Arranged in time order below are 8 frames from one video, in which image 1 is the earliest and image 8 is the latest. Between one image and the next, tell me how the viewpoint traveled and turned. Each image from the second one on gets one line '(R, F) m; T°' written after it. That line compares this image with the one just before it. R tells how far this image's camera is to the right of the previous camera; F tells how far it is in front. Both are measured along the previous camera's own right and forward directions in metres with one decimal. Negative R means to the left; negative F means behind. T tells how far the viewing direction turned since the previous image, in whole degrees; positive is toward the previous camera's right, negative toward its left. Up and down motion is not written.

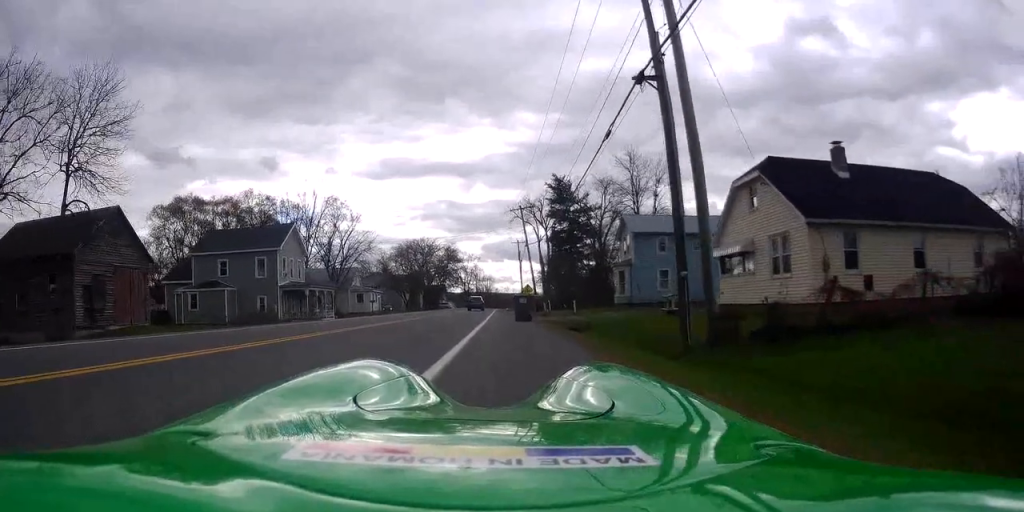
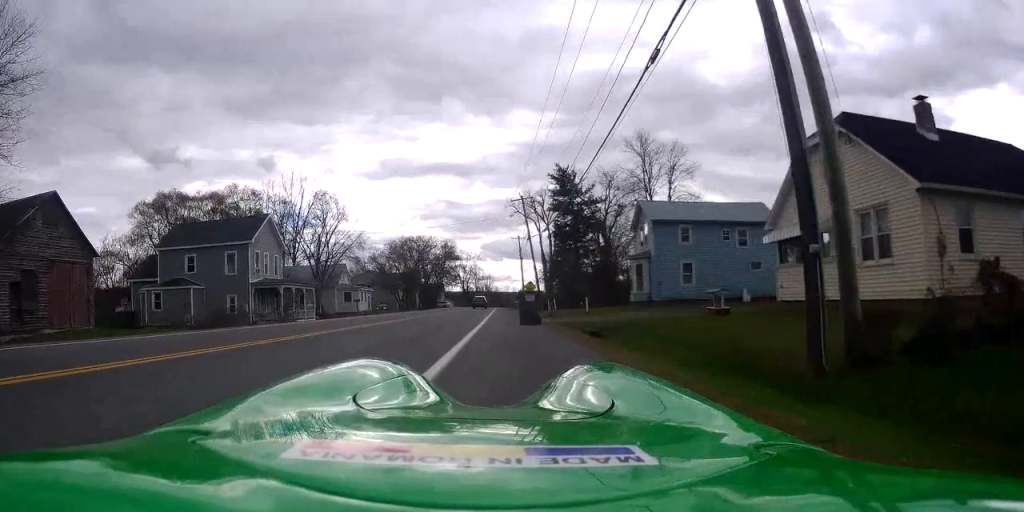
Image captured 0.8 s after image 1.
(+0.3, +5.9) m; -1°
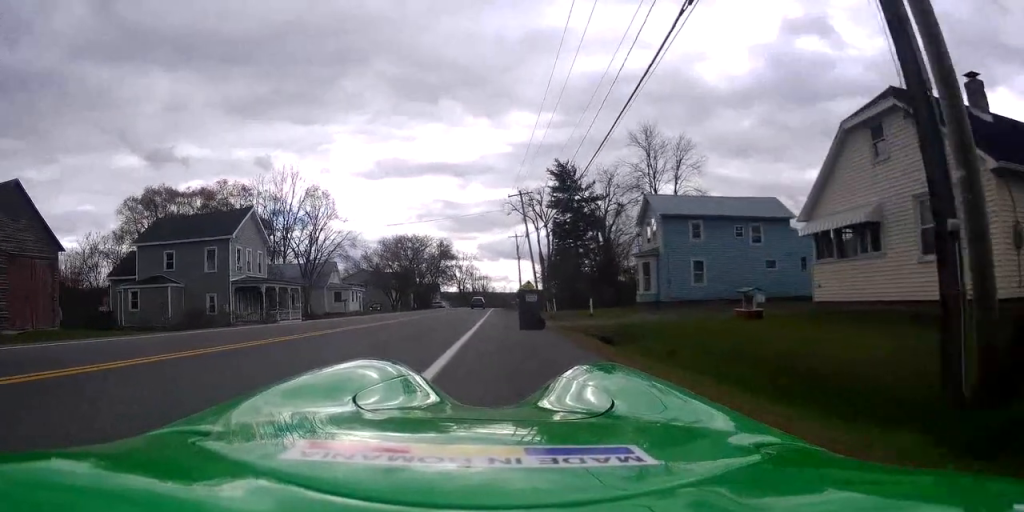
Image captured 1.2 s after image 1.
(+0.1, +2.9) m; -1°
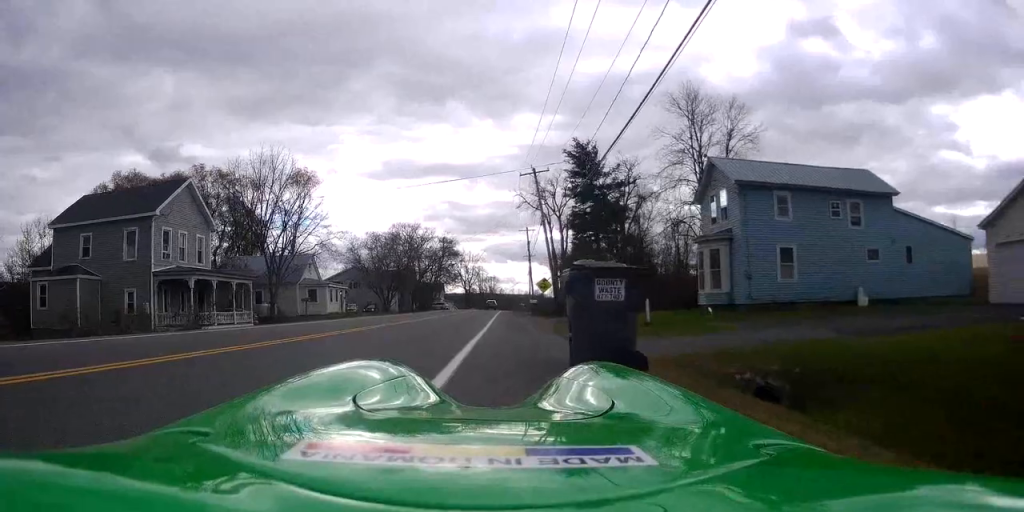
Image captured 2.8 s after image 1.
(-0.6, +10.9) m; +2°
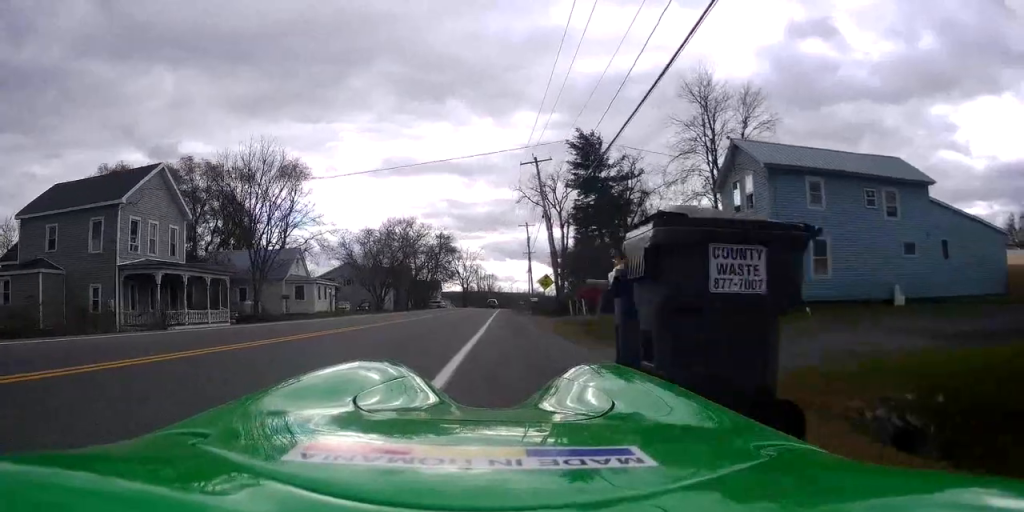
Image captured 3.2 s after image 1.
(0.0, +3.0) m; +2°
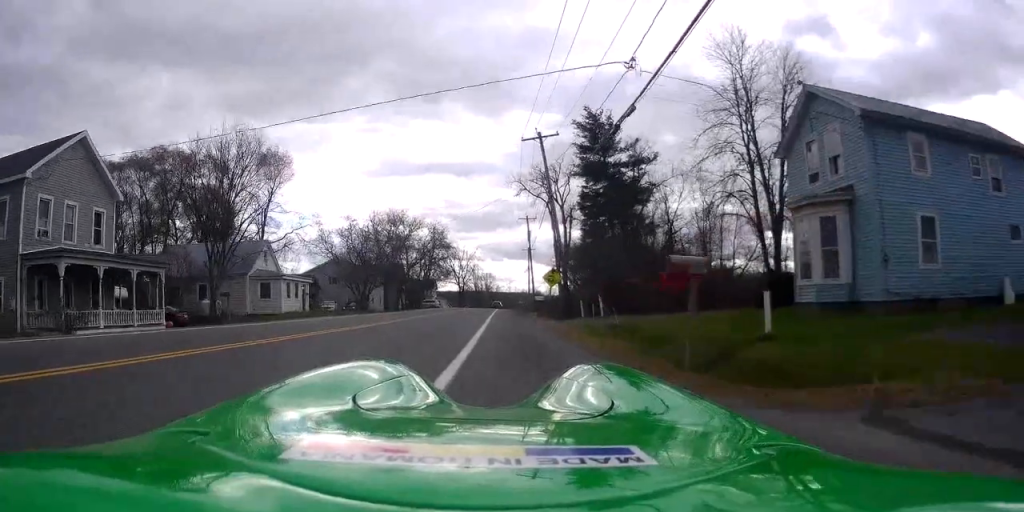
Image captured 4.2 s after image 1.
(+0.3, +6.8) m; 0°
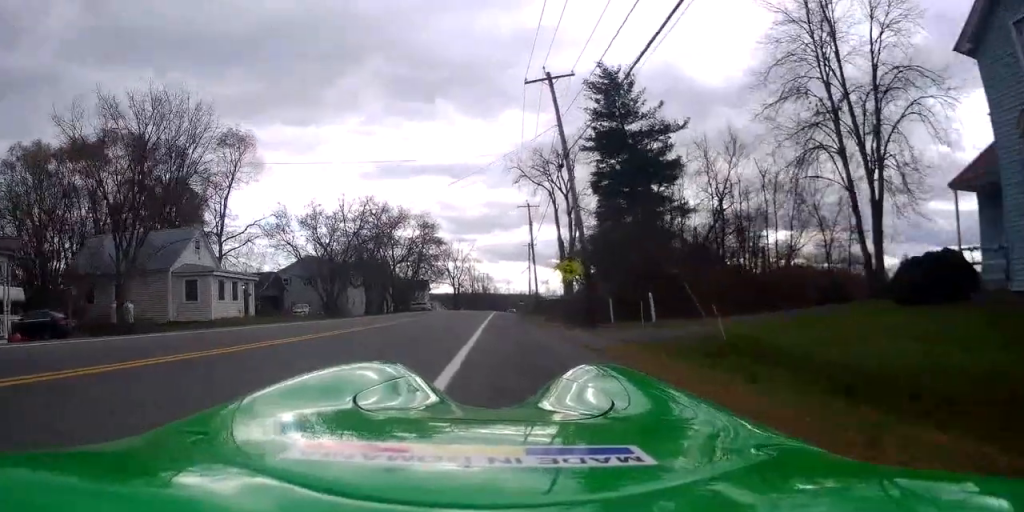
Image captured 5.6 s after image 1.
(-0.5, +10.6) m; -3°
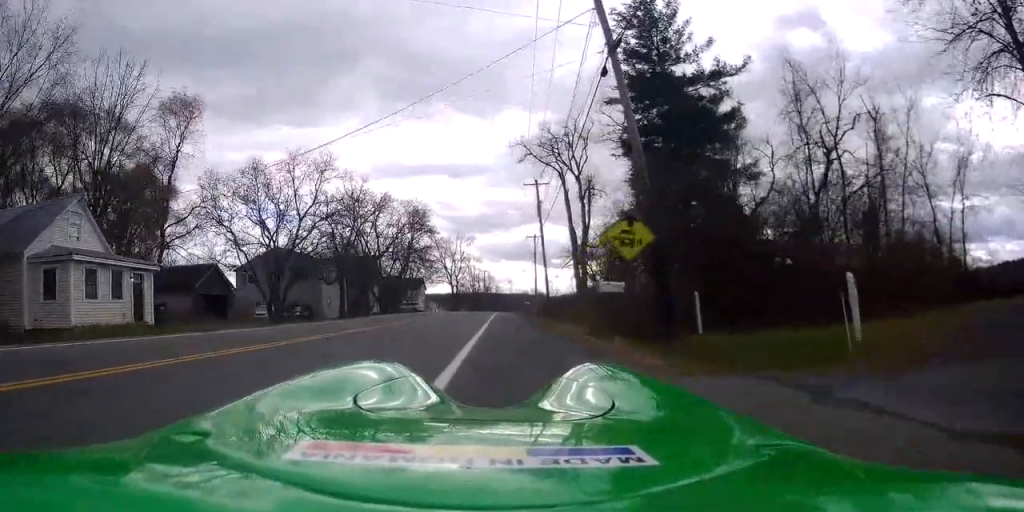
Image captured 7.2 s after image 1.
(0.0, +11.5) m; 0°
